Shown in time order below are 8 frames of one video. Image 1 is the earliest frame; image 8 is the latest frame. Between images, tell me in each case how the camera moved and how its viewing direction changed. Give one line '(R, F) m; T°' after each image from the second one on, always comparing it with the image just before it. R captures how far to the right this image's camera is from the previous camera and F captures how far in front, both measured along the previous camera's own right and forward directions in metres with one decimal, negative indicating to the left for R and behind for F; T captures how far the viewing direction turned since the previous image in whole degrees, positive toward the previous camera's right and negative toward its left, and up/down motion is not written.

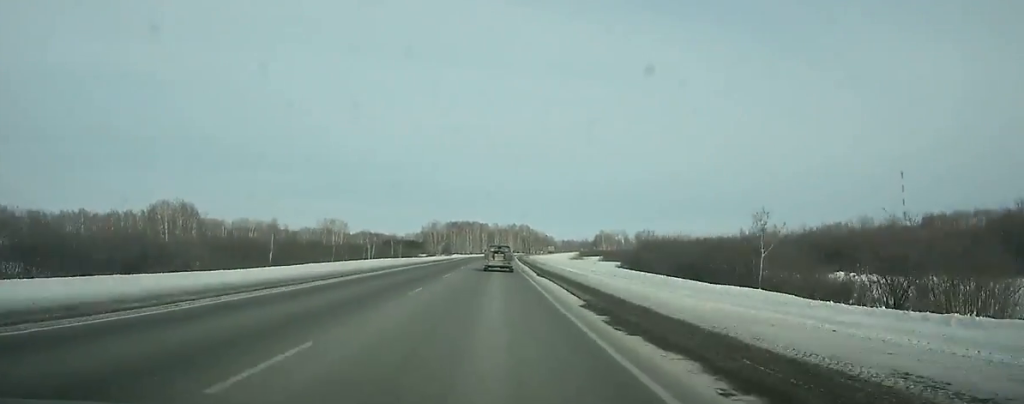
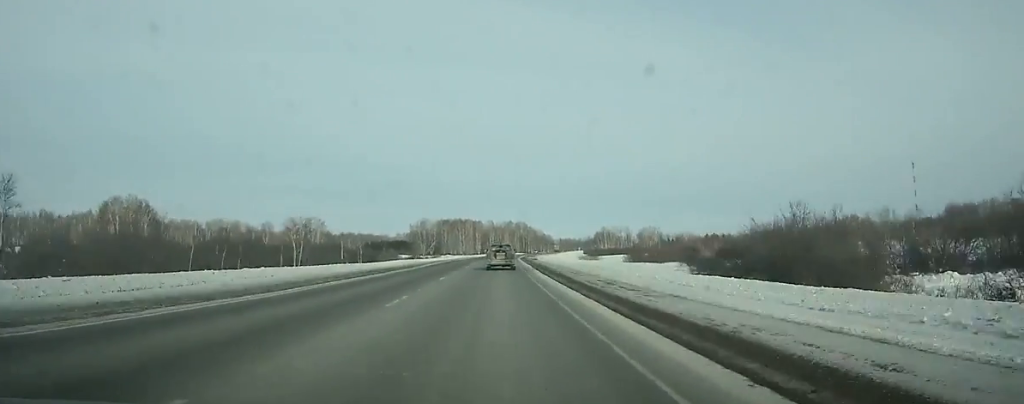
(+0.1, +39.2) m; +1°
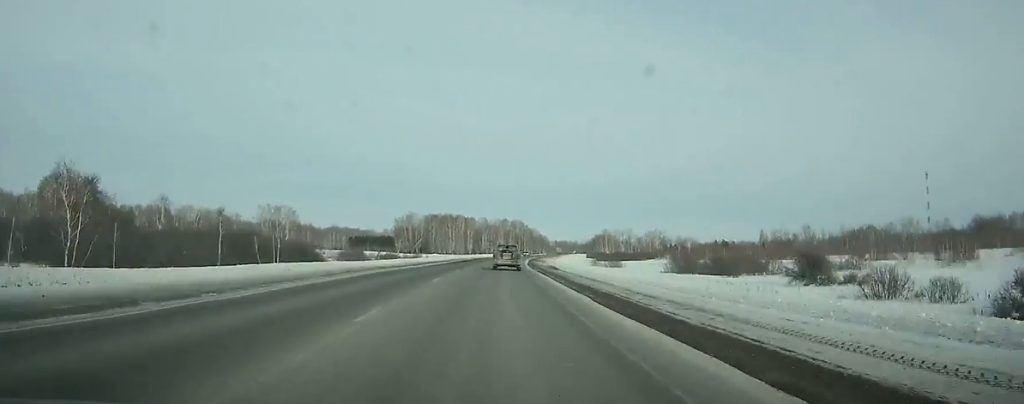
(+0.1, +39.4) m; +1°
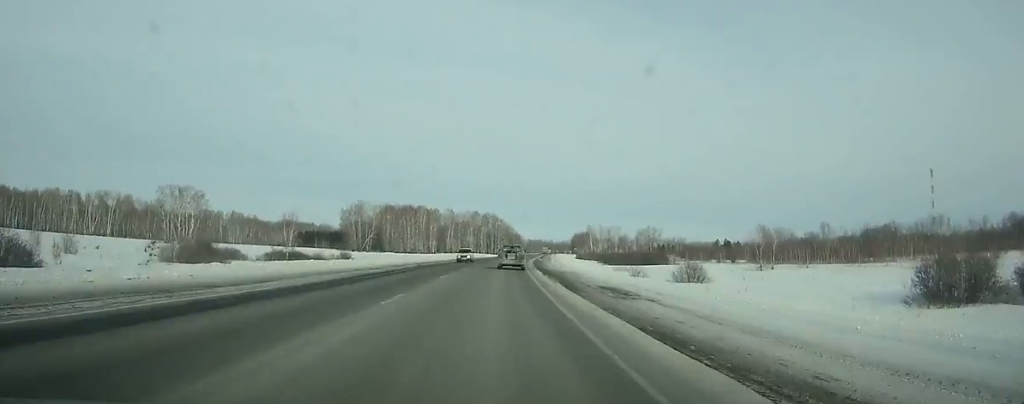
(+1.6, +68.8) m; +3°
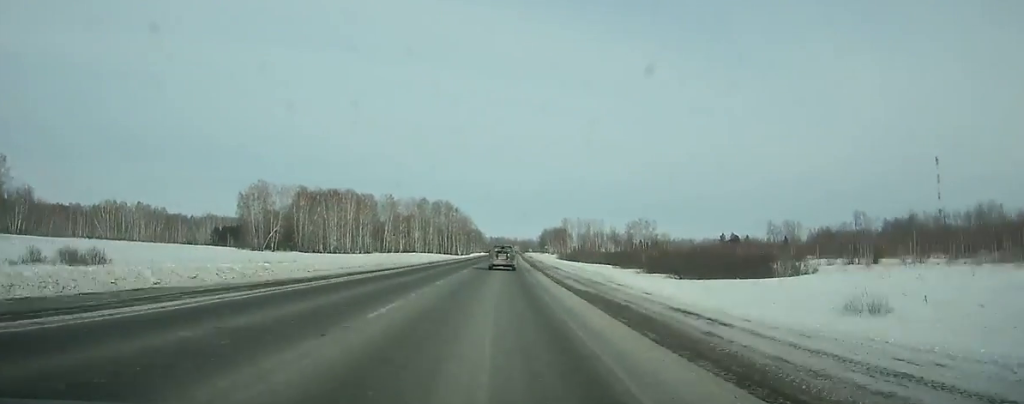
(+2.5, +85.2) m; +3°
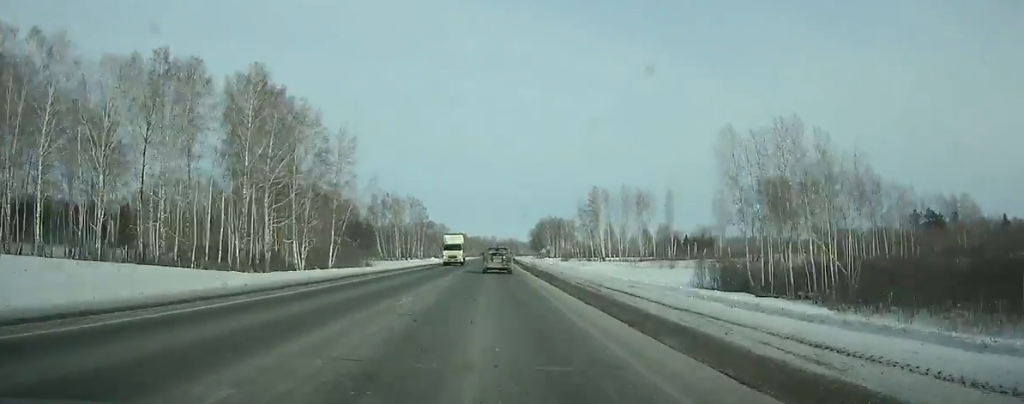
(+4.3, +199.3) m; +2°
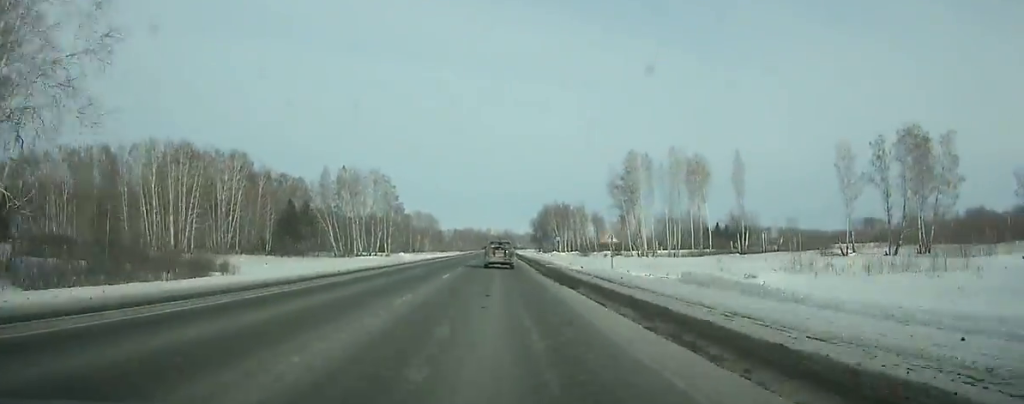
(+0.2, +60.3) m; +1°
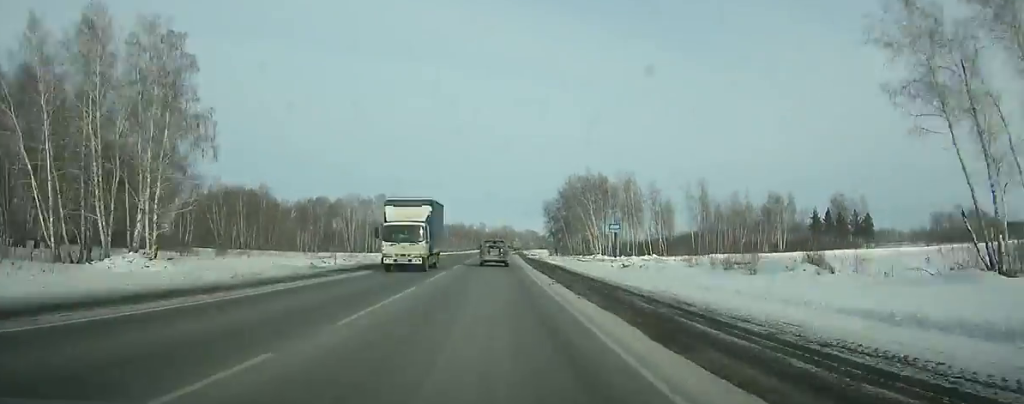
(+0.9, +113.3) m; +1°
